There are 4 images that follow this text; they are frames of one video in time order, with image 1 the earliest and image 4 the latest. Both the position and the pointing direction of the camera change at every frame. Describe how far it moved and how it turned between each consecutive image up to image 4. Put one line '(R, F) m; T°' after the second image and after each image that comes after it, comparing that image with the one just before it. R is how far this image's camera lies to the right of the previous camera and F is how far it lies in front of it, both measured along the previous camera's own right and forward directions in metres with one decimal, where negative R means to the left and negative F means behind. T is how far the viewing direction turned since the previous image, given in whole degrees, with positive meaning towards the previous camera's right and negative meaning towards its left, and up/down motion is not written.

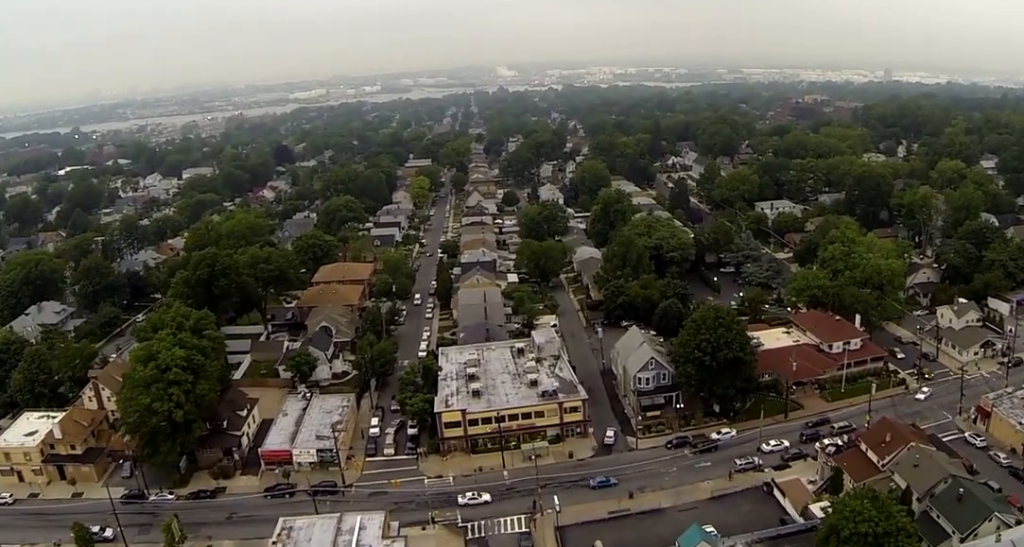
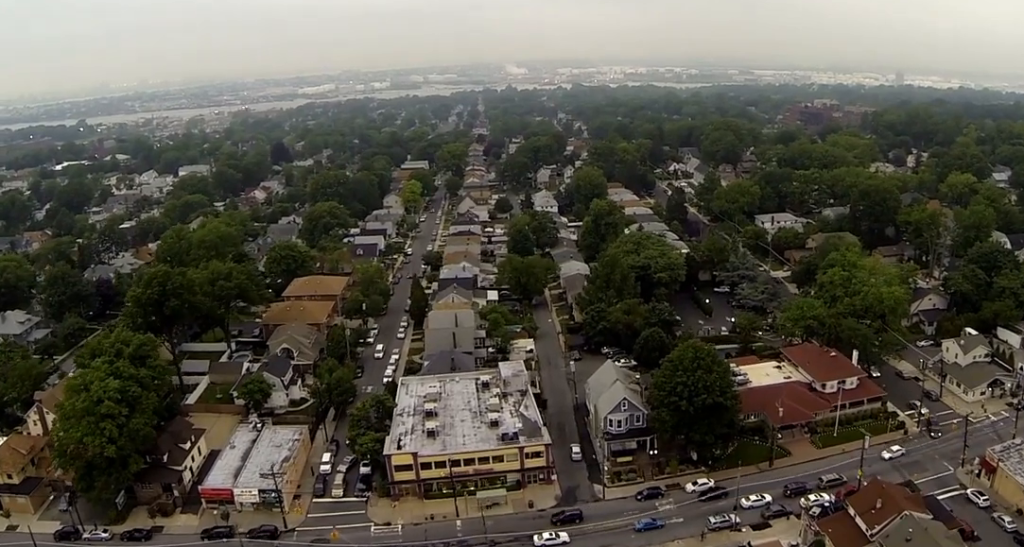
(-0.2, +12.6) m; -5°
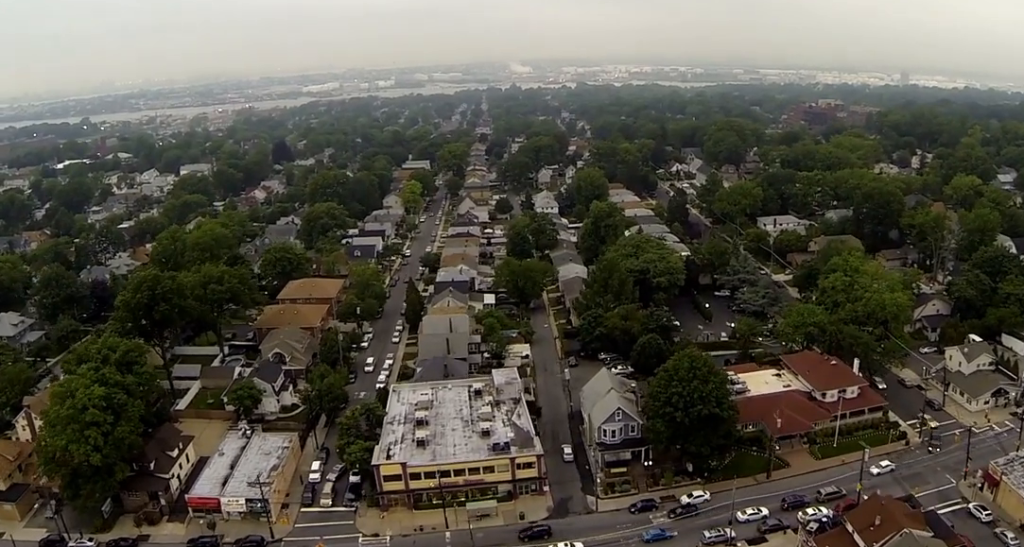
(0.0, +3.0) m; -4°
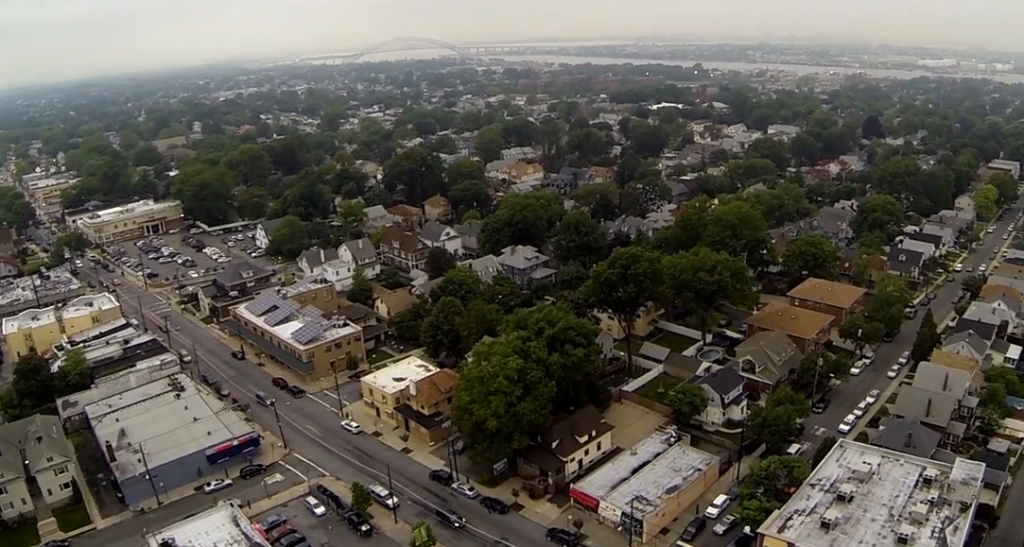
(-12.1, +22.7) m; -45°
